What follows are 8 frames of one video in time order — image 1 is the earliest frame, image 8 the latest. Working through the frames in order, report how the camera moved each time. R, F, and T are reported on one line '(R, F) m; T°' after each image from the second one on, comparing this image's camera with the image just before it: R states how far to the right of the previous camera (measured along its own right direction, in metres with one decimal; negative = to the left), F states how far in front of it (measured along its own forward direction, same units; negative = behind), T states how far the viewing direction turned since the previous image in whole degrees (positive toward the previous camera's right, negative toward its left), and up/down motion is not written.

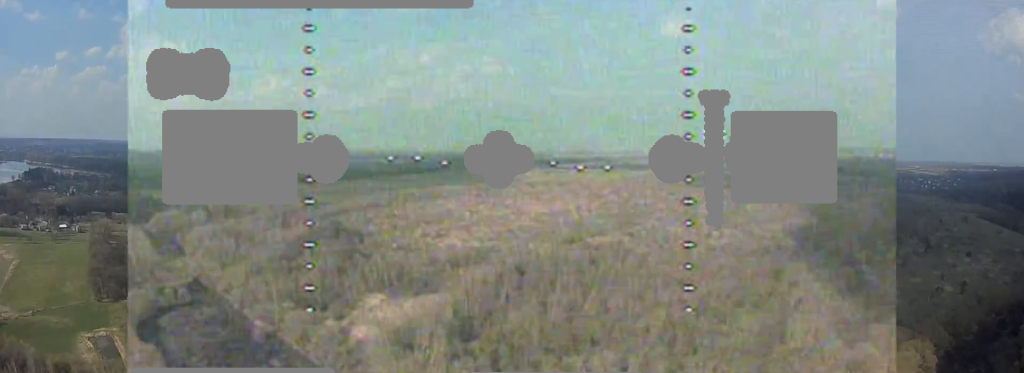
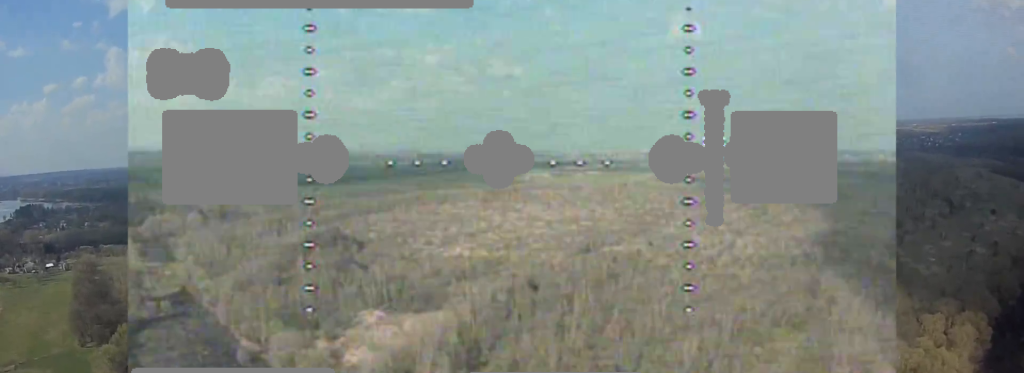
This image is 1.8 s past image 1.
(+0.6, +30.0) m; +1°
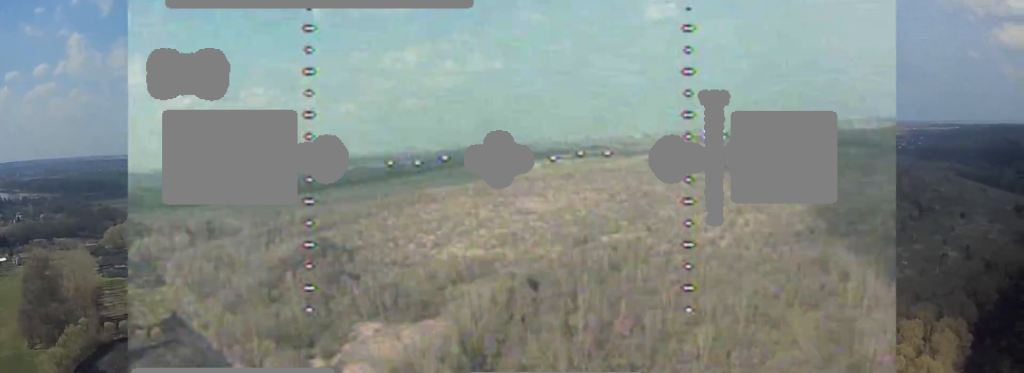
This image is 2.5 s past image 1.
(0.0, +12.9) m; 0°
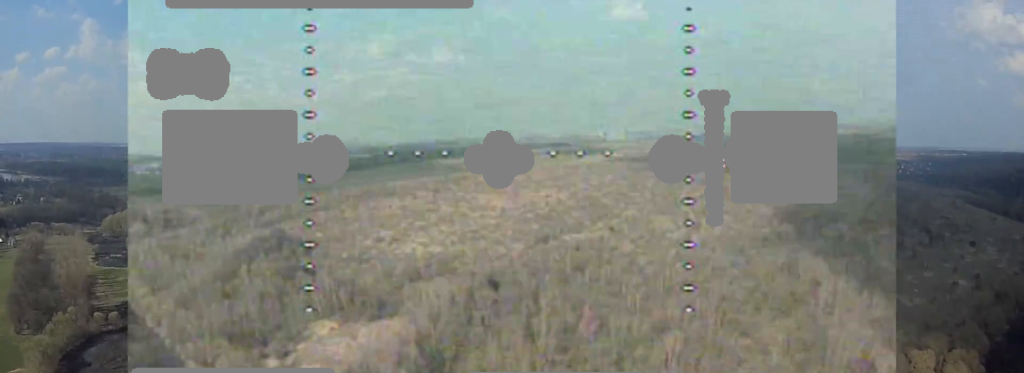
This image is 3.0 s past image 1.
(0.0, +8.4) m; 0°
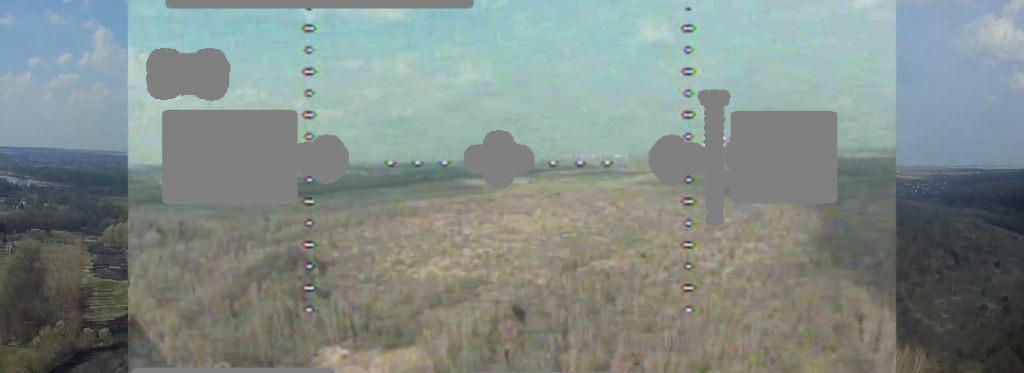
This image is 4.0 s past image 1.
(0.0, +16.3) m; 0°
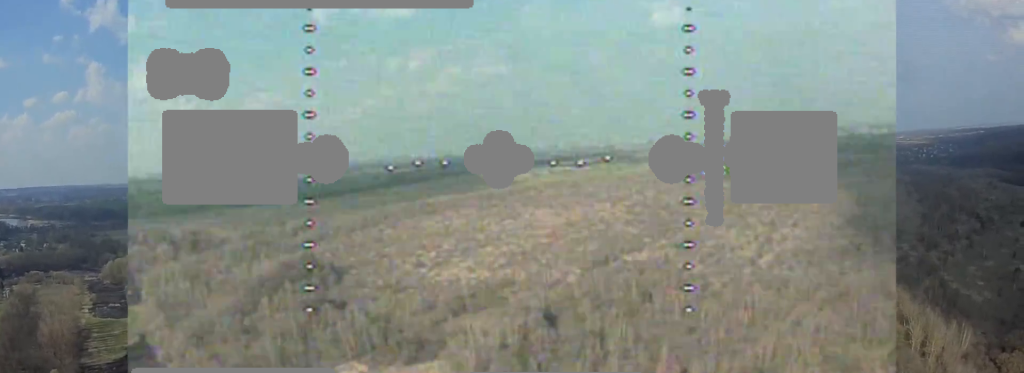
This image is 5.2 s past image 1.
(0.0, +19.9) m; 0°
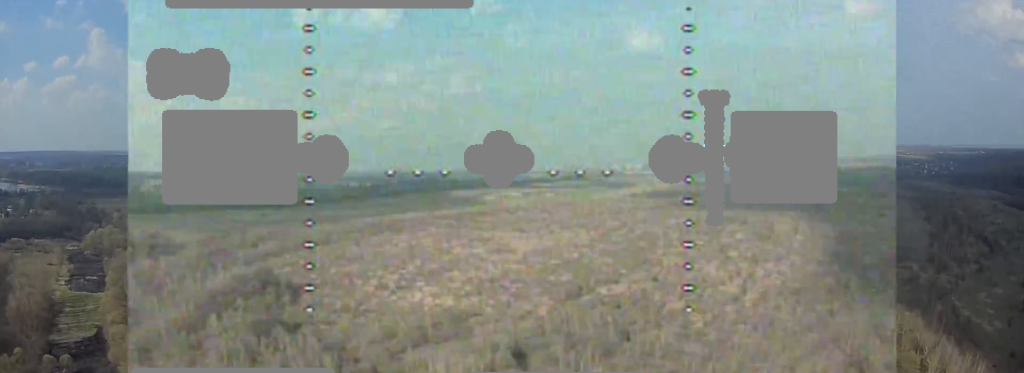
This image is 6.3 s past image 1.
(0.0, +19.1) m; 0°
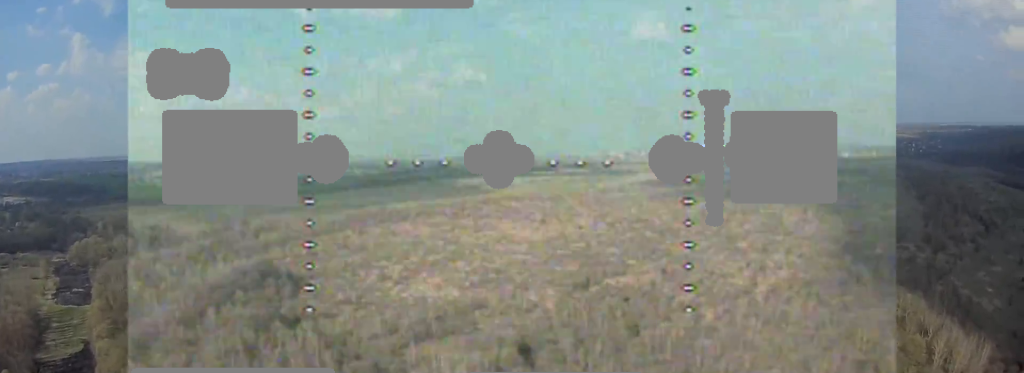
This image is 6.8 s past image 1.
(0.0, +7.8) m; +1°
